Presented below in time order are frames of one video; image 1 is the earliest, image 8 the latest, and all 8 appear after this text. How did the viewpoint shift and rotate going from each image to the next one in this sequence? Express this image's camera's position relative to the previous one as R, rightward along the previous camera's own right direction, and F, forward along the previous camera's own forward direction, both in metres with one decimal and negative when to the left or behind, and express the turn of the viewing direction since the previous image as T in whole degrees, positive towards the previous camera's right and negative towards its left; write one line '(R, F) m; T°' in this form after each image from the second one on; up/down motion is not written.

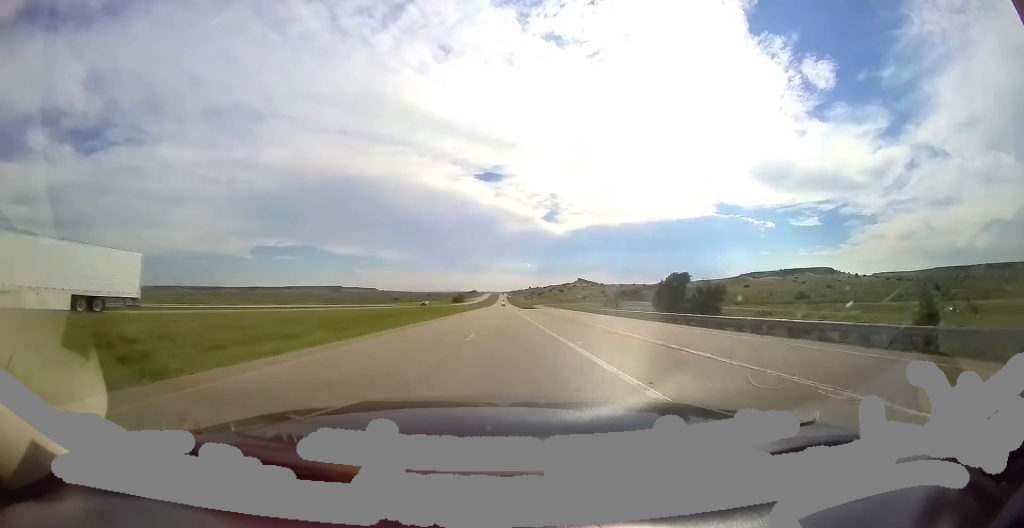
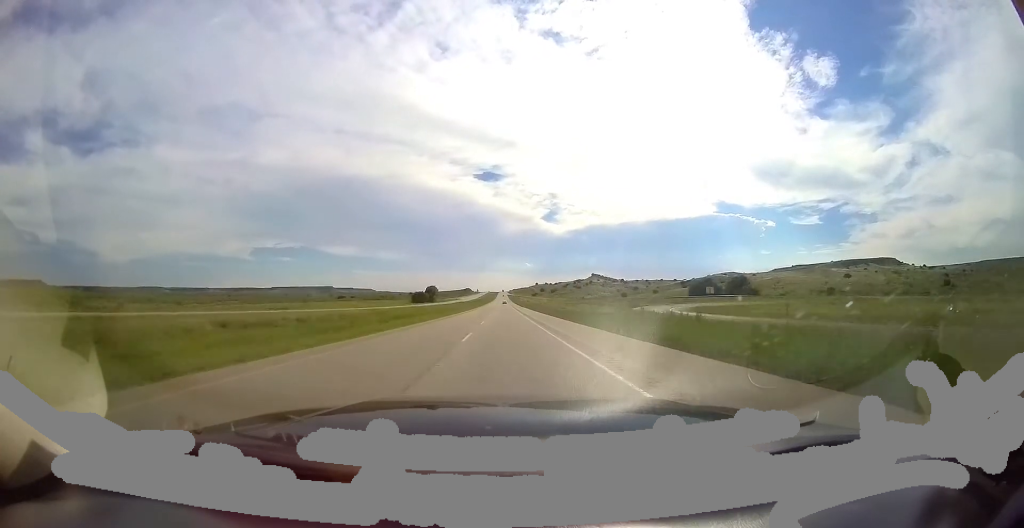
(-0.2, +136.0) m; 0°
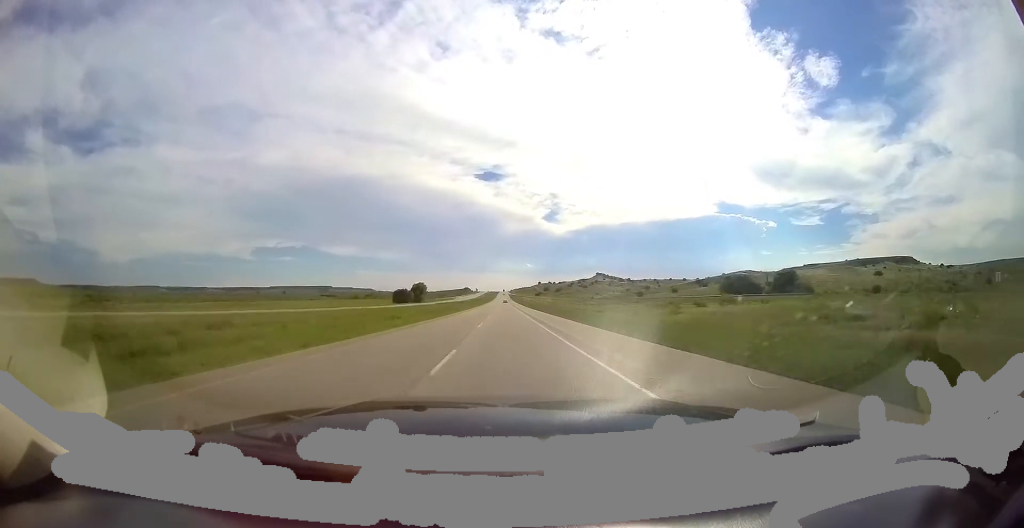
(0.0, +29.8) m; 0°
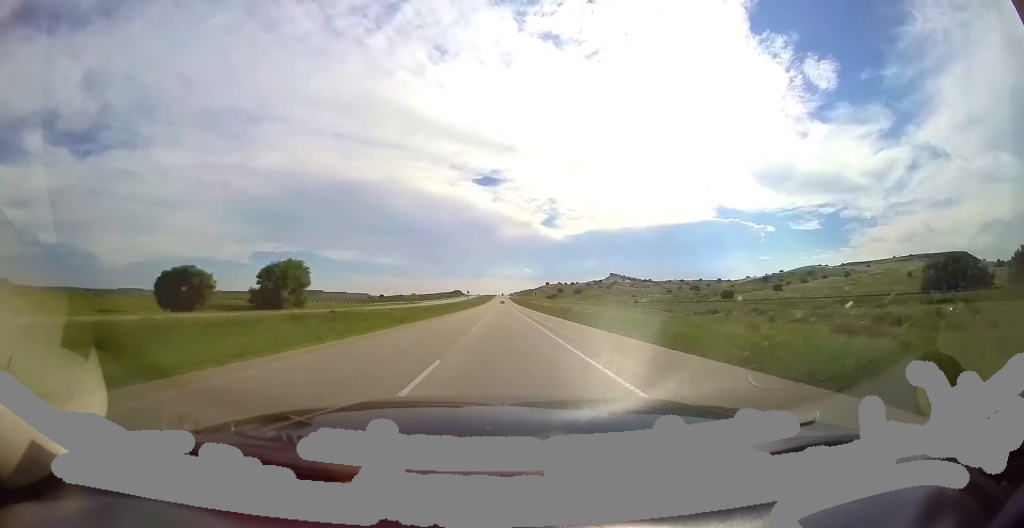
(-0.5, +99.4) m; -1°
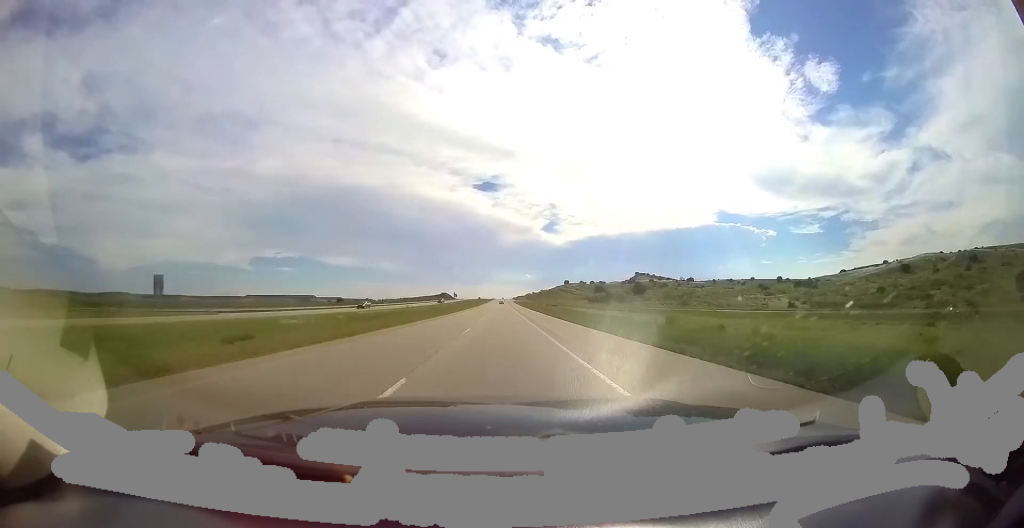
(-0.1, +110.9) m; 0°
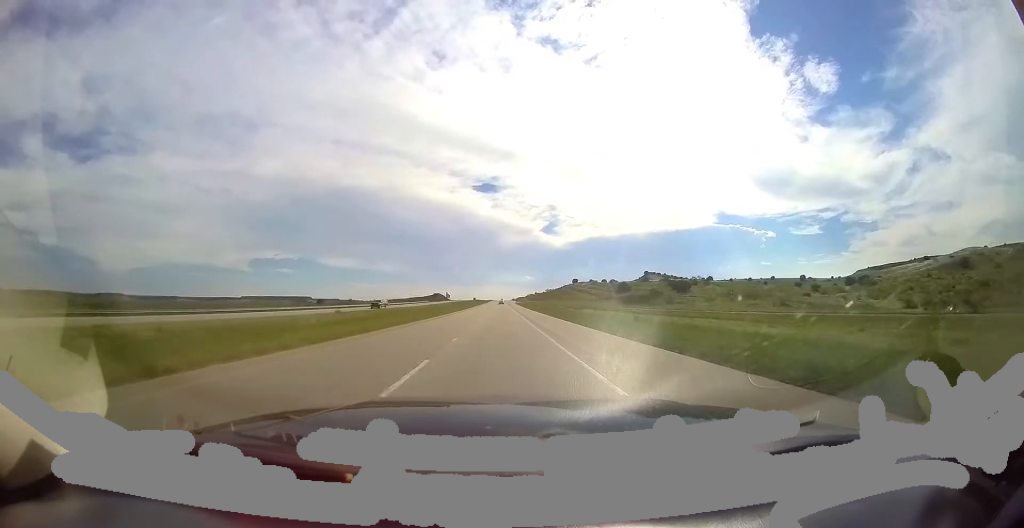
(+0.1, +34.0) m; 0°
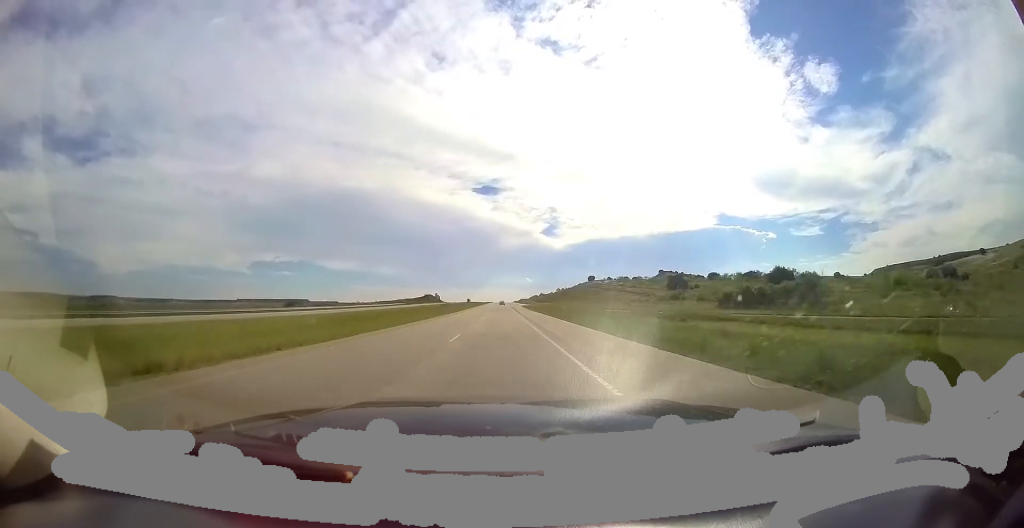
(+0.2, +41.3) m; 0°
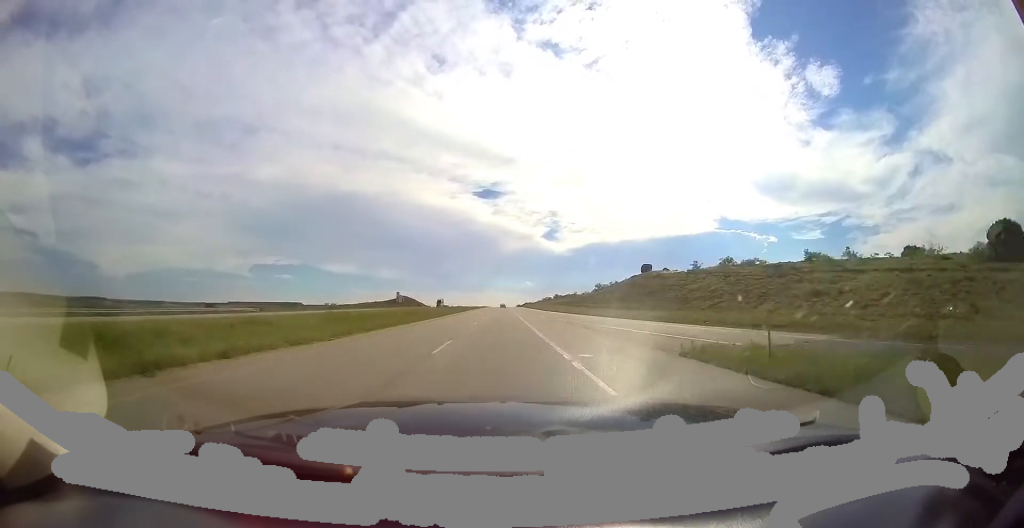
(-0.6, +74.7) m; -1°
